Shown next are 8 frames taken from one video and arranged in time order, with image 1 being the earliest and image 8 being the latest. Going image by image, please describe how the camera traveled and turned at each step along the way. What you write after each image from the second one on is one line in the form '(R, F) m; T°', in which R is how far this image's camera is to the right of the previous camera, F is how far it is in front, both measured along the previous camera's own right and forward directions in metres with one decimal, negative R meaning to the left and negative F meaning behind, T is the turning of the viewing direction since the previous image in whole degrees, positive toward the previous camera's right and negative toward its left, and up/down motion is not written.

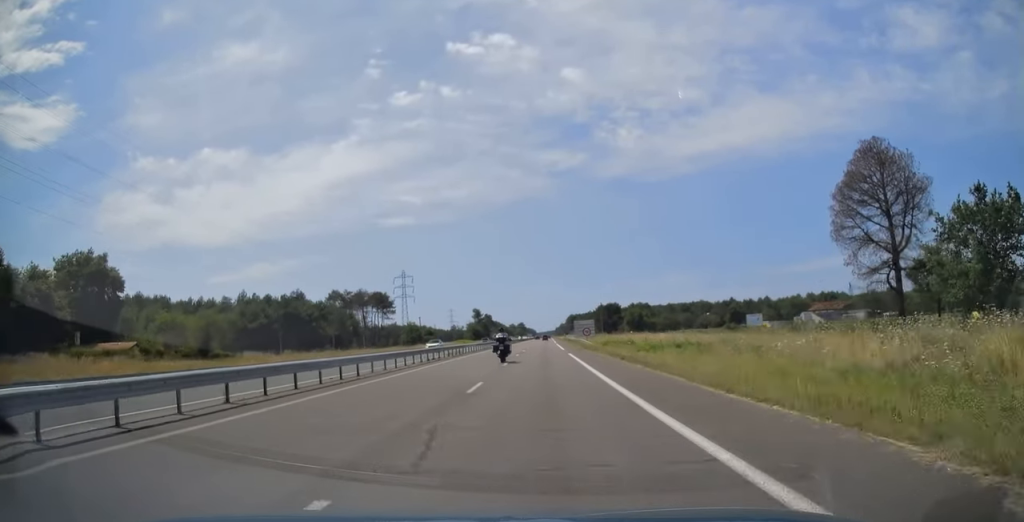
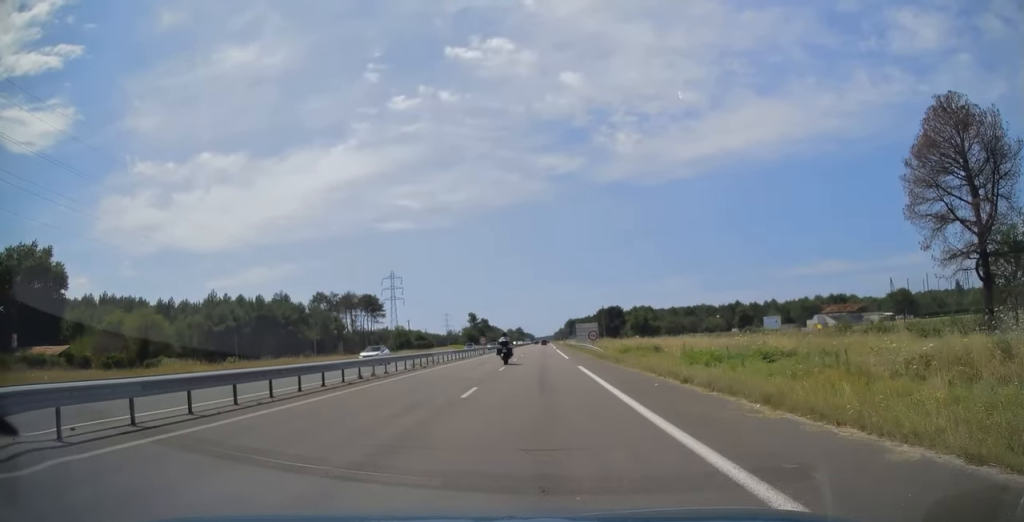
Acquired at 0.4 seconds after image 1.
(0.0, +13.4) m; 0°
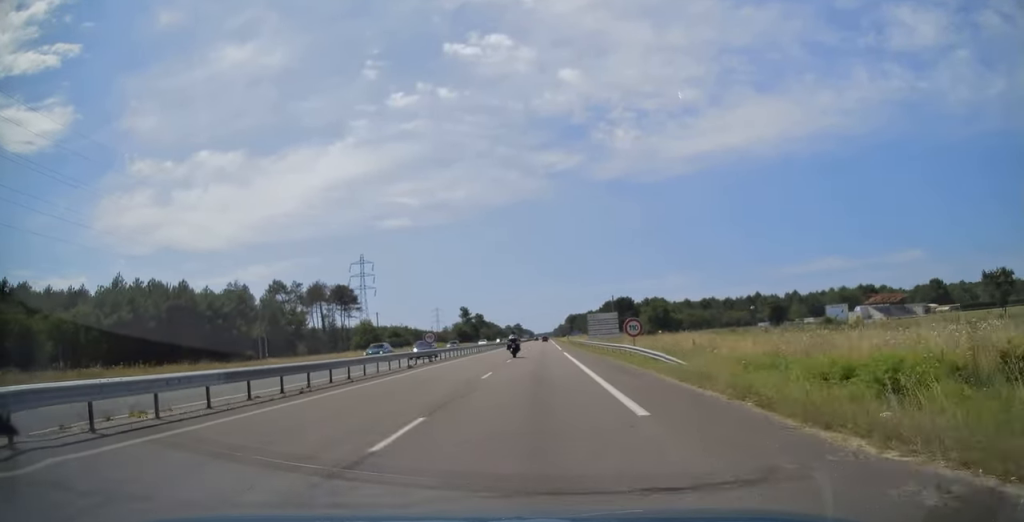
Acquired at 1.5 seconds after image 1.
(0.0, +33.1) m; 0°
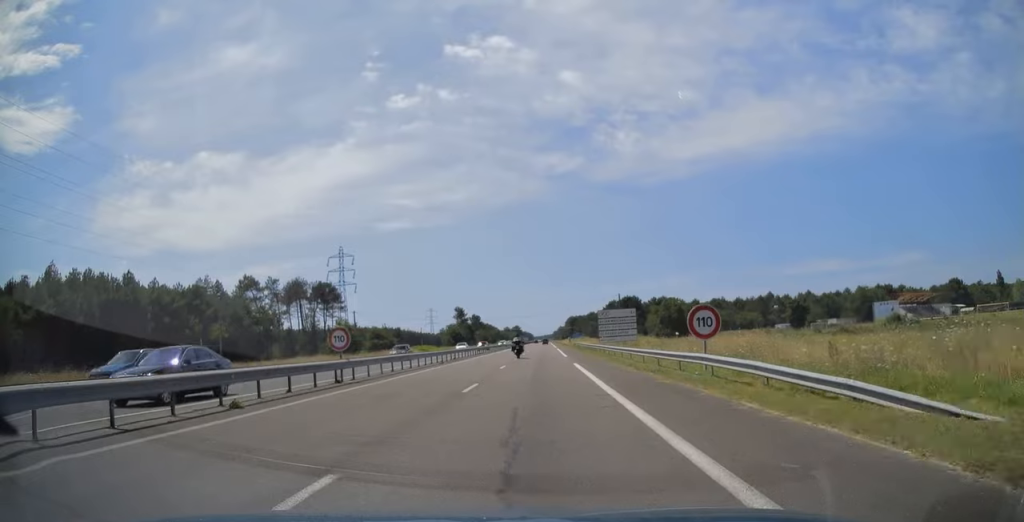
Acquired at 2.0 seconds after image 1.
(-0.1, +17.5) m; +1°
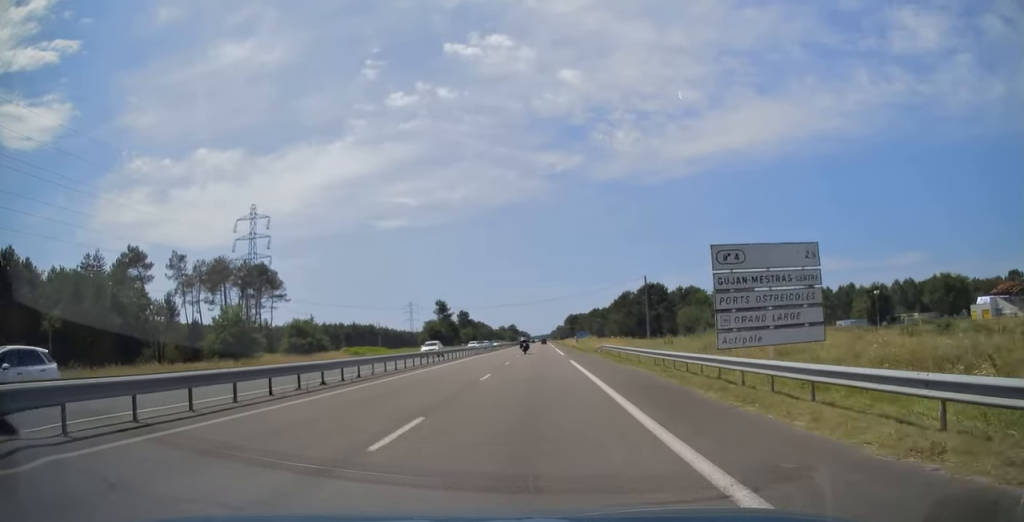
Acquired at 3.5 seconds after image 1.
(+0.3, +47.1) m; 0°
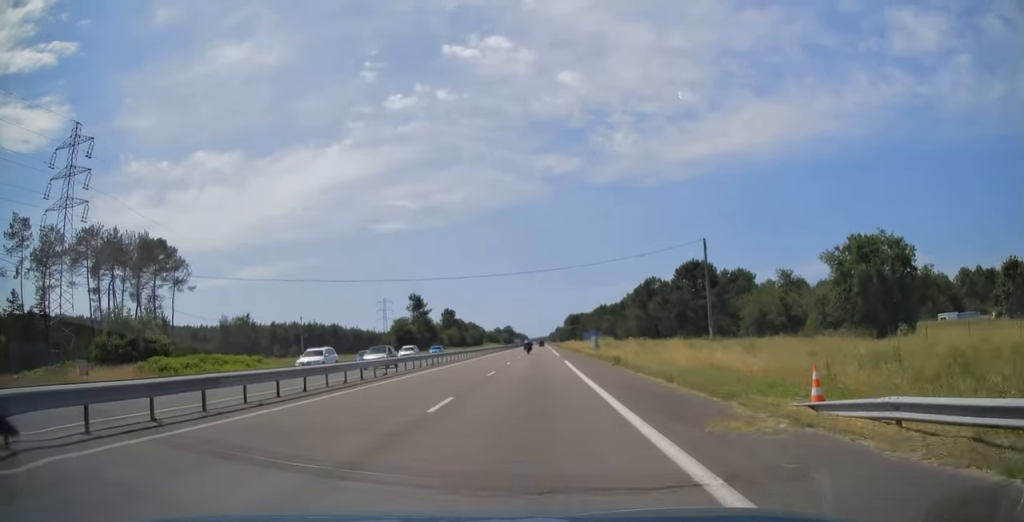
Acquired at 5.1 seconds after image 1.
(-0.4, +47.3) m; 0°
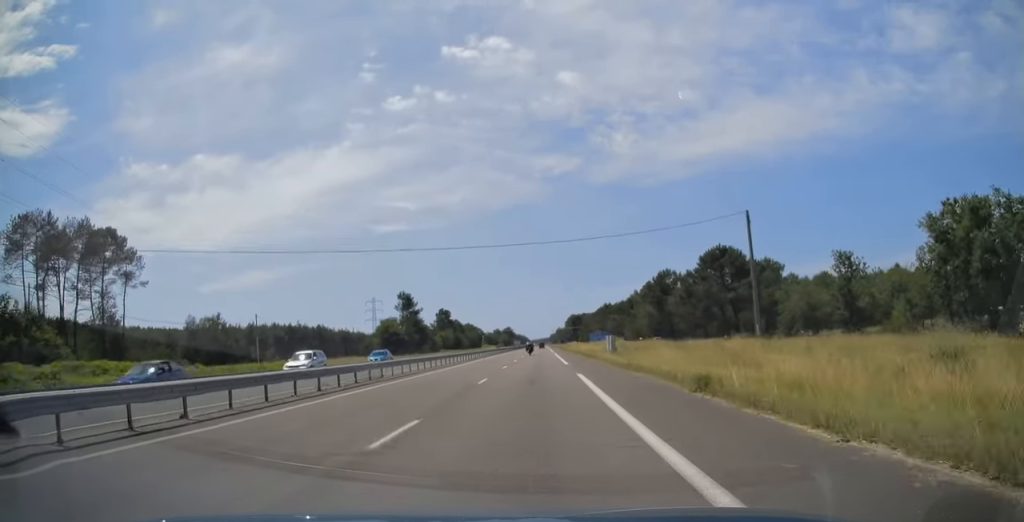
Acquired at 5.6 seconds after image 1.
(0.0, +16.7) m; 0°
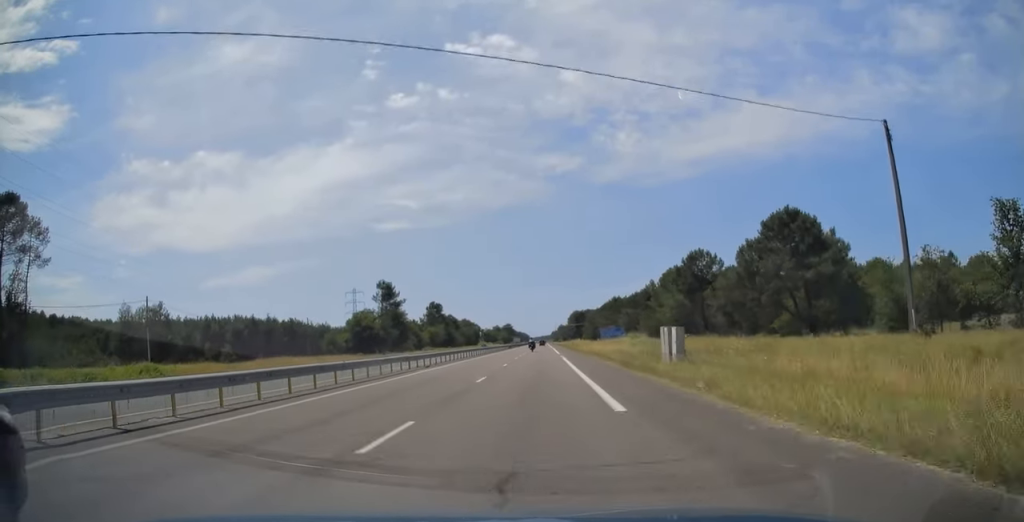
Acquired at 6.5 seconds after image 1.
(+0.1, +26.3) m; 0°
